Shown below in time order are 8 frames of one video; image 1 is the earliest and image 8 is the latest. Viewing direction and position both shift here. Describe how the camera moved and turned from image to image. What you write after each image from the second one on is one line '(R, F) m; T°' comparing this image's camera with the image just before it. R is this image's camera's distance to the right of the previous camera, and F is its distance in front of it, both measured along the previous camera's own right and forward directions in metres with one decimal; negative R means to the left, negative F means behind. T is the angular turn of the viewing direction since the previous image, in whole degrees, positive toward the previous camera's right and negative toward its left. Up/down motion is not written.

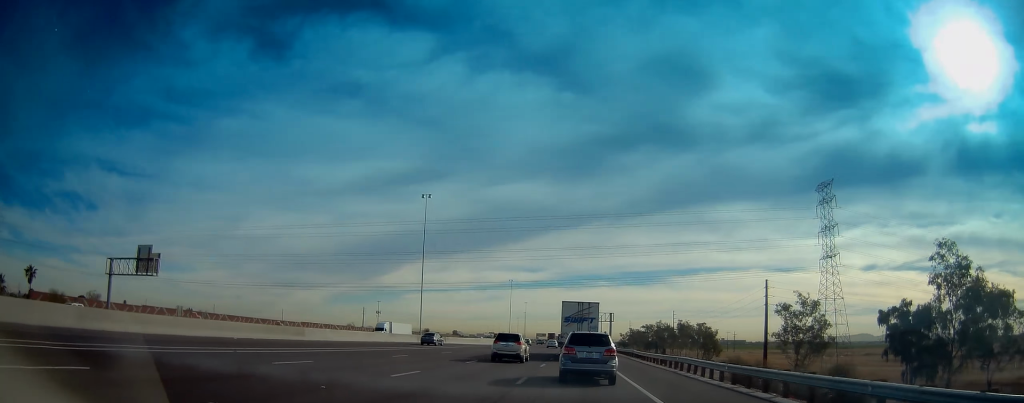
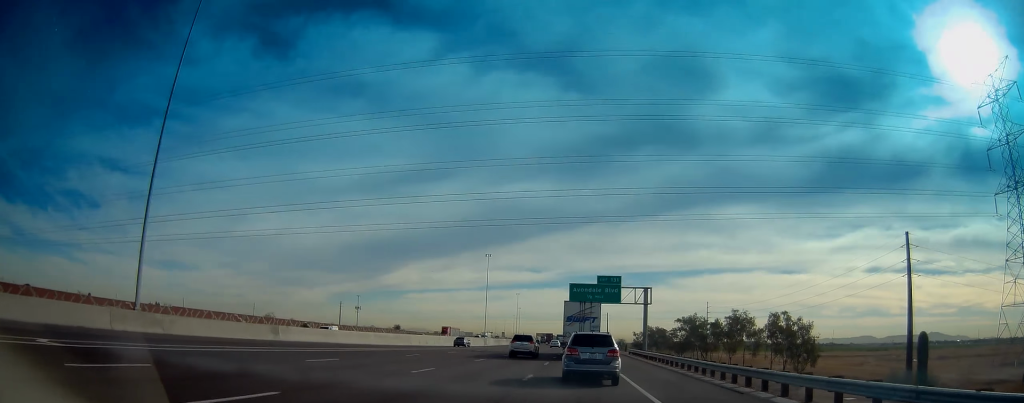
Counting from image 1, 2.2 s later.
(-0.1, +58.7) m; -1°
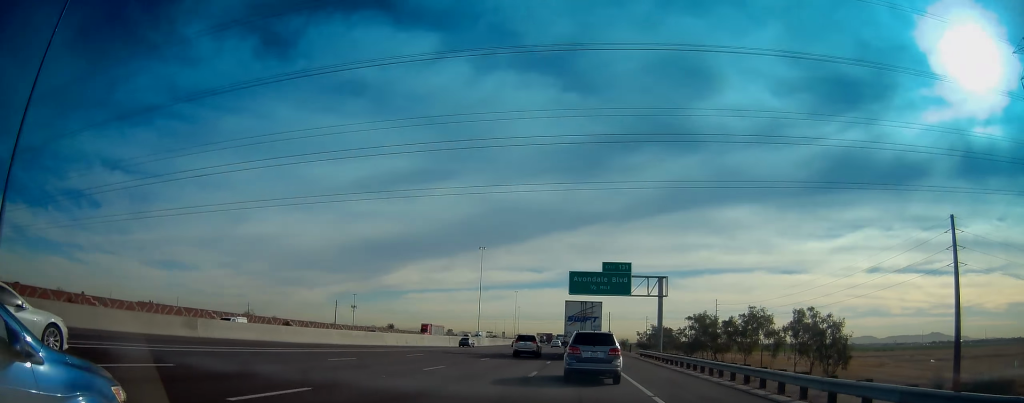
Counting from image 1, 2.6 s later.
(0.0, +10.8) m; 0°
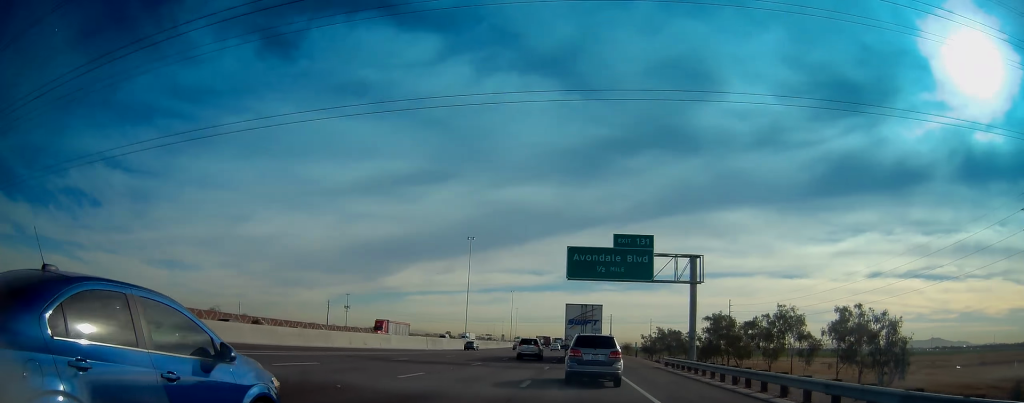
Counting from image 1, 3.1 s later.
(0.0, +15.4) m; 0°
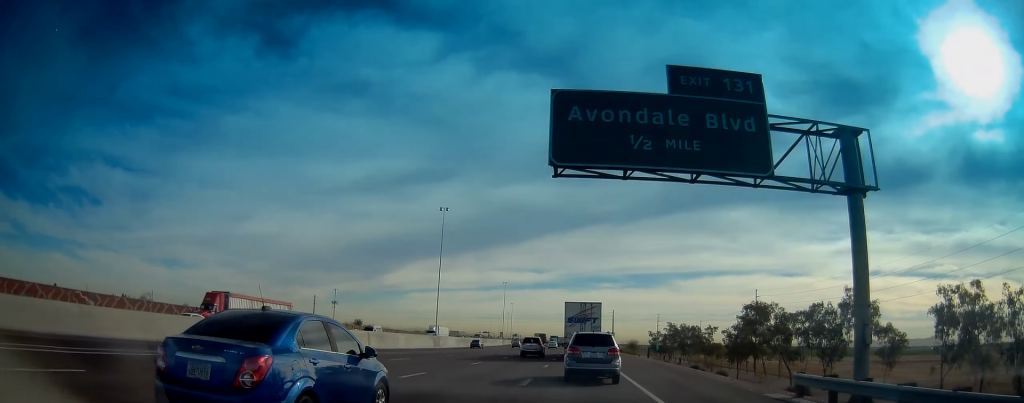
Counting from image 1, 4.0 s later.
(-0.2, +24.6) m; 0°
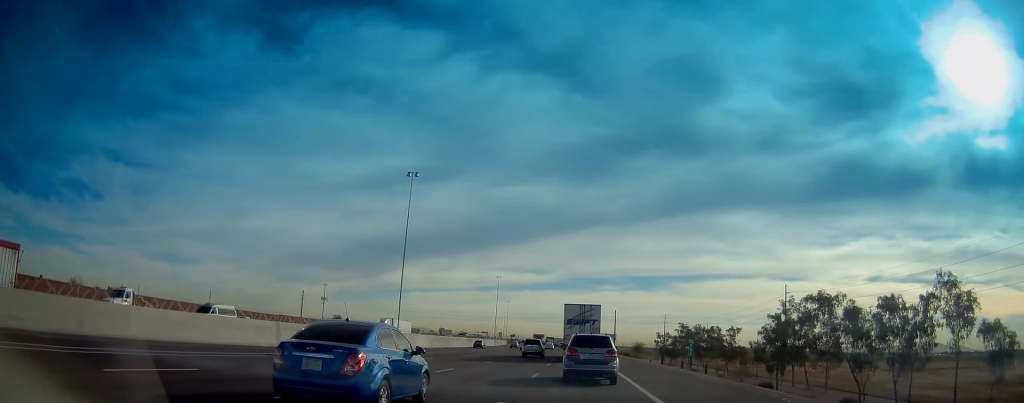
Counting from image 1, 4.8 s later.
(0.0, +20.0) m; 0°
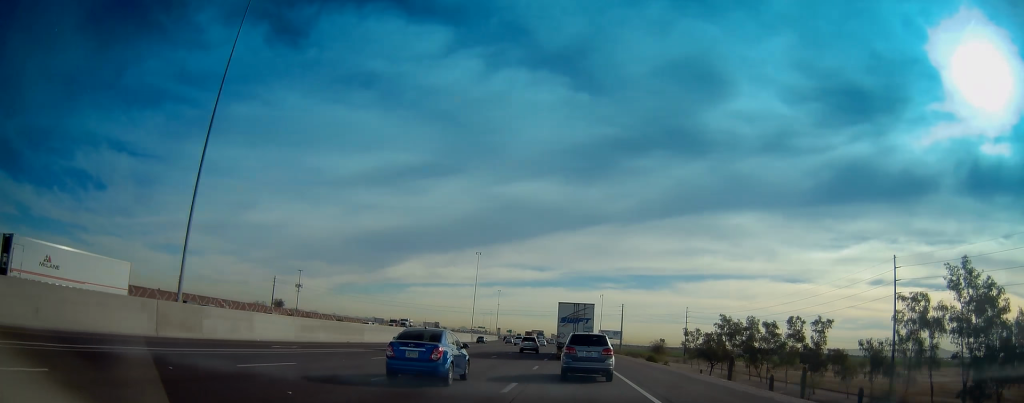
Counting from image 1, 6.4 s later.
(+0.3, +43.0) m; 0°
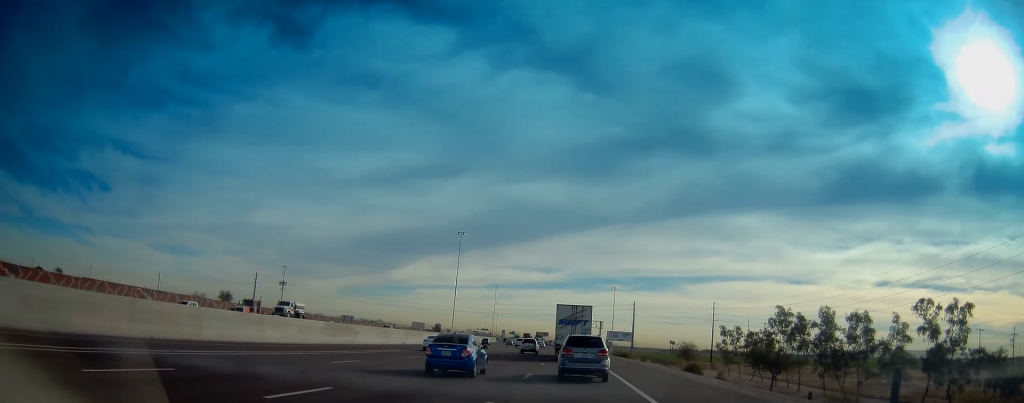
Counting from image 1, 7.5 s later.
(-0.2, +29.6) m; 0°
